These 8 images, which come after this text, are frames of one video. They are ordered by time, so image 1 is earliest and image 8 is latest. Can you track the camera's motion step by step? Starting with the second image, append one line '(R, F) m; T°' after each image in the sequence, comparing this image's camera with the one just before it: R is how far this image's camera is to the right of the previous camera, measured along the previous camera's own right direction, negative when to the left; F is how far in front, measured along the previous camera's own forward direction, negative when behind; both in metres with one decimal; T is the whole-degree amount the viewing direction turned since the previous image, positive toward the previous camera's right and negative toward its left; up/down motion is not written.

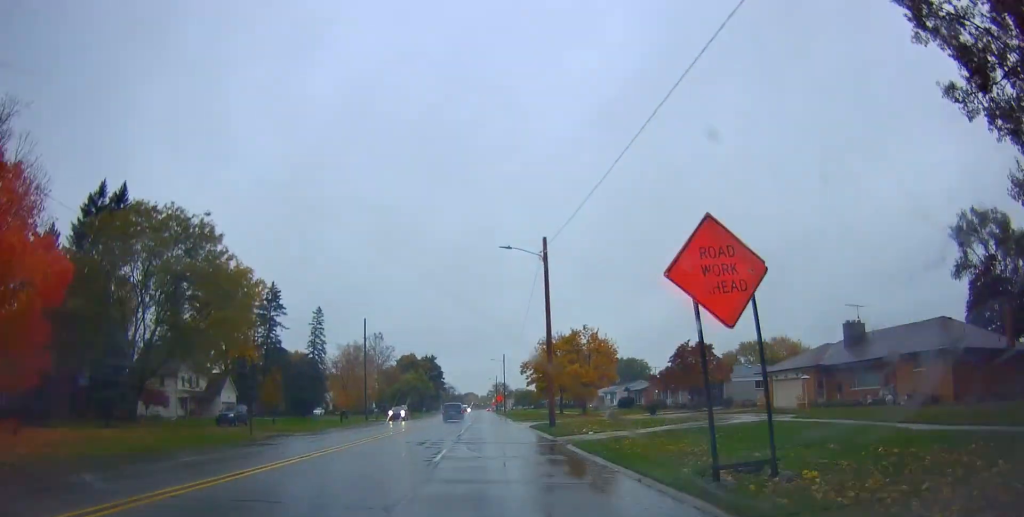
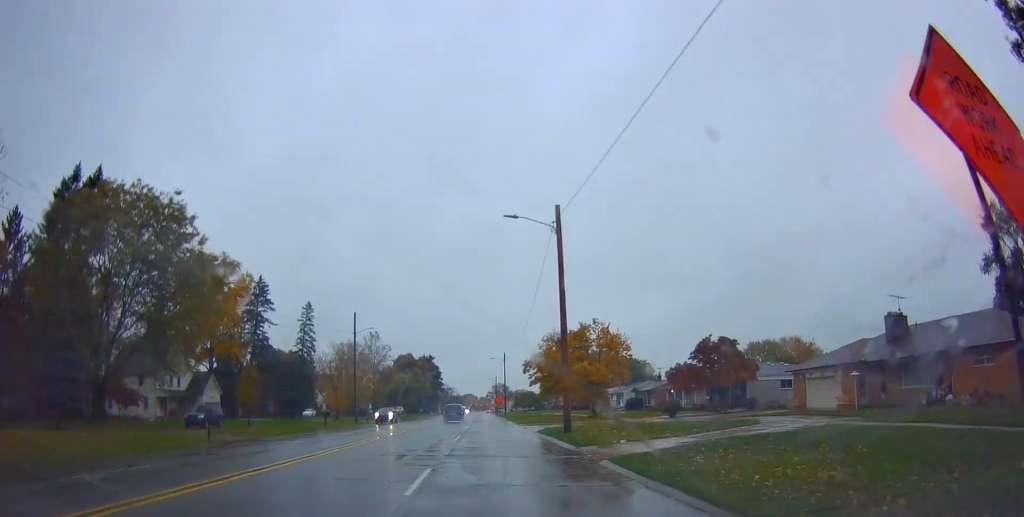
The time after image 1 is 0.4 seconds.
(-0.2, +5.1) m; 0°
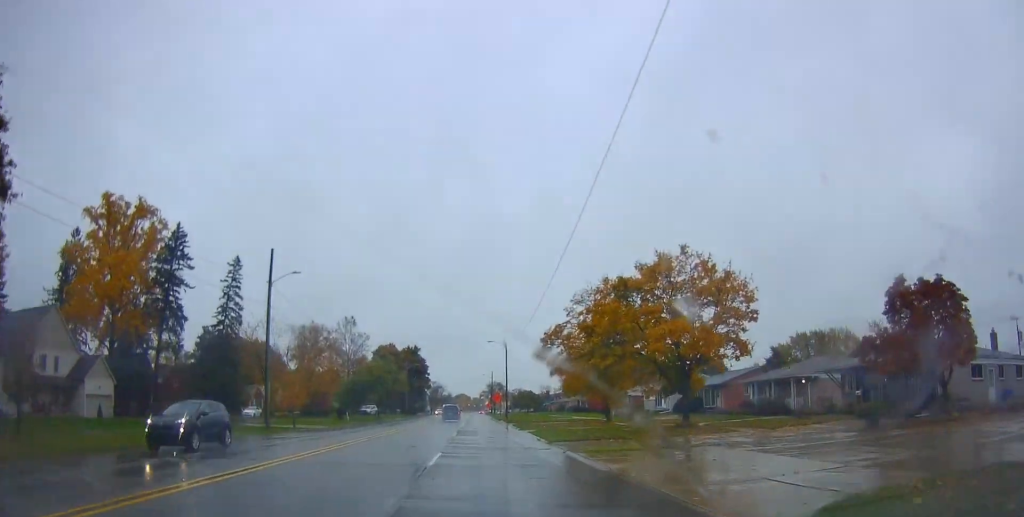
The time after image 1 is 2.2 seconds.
(+0.7, +24.1) m; +2°
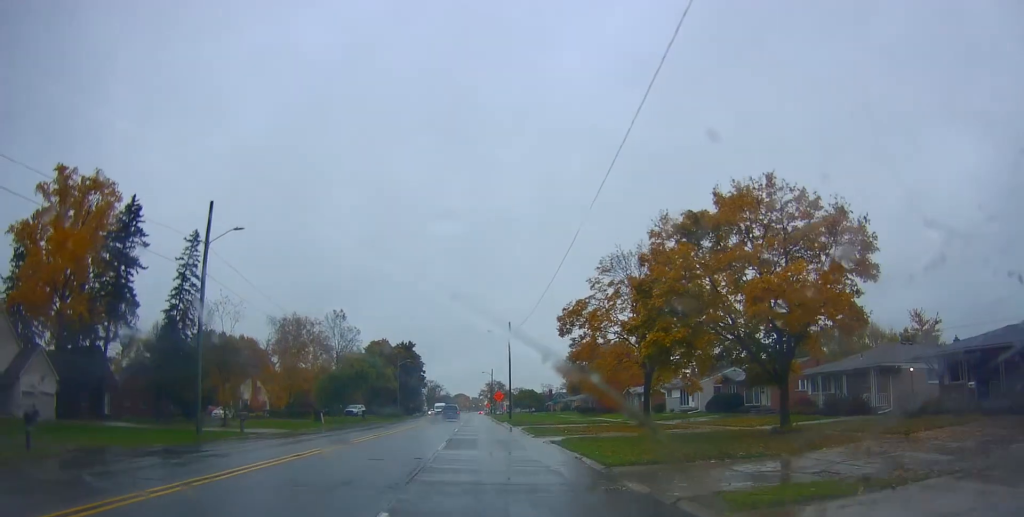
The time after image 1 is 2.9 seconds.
(0.0, +9.3) m; 0°
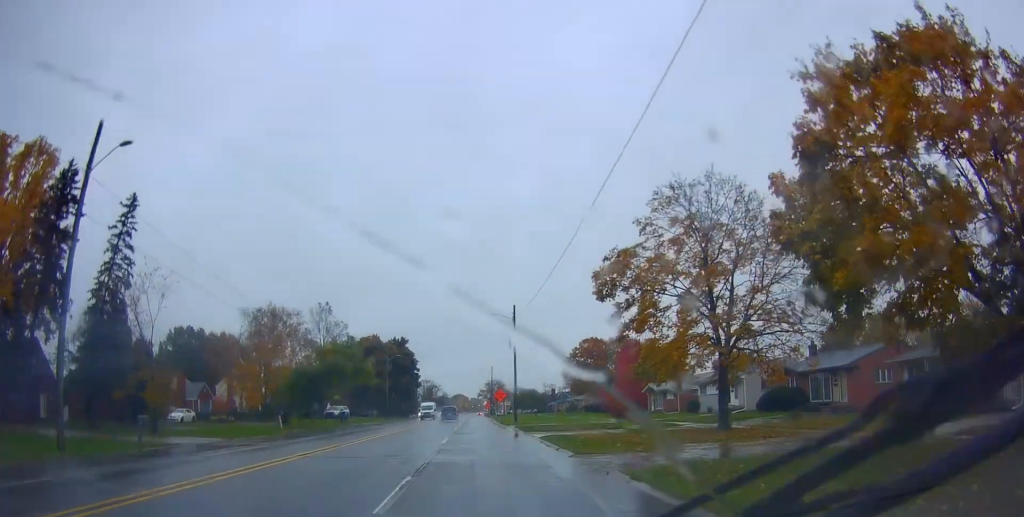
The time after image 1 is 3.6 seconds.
(0.0, +10.6) m; 0°
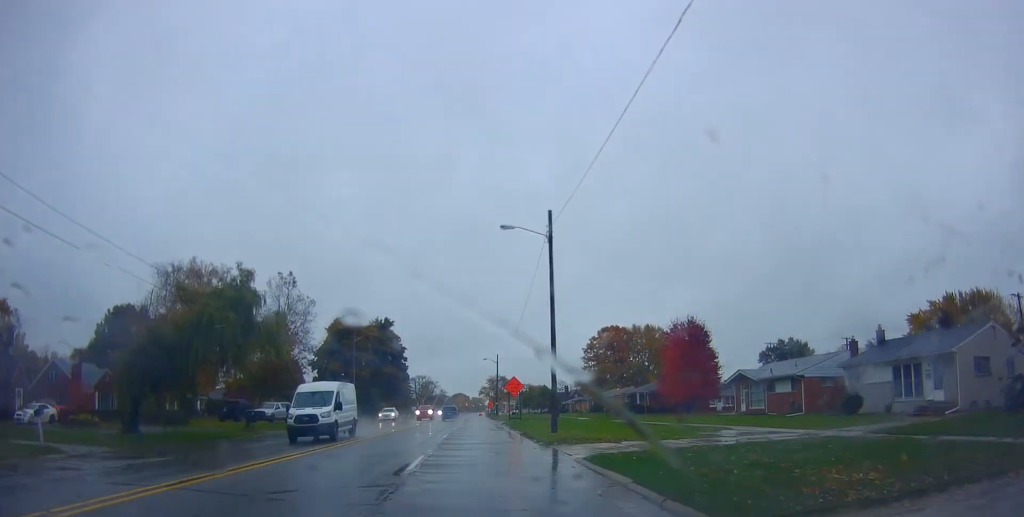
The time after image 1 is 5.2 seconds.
(+0.7, +24.7) m; +2°
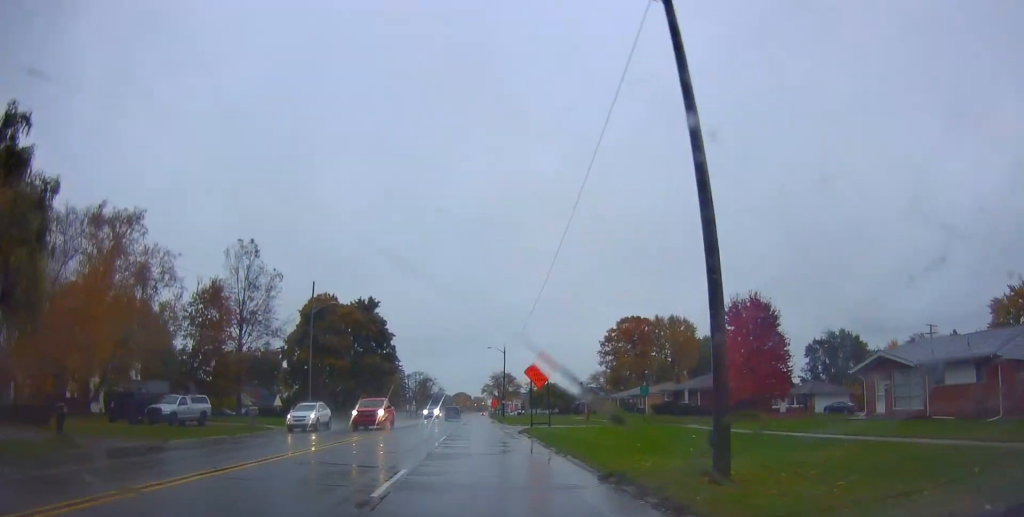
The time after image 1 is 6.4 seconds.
(-0.2, +17.8) m; 0°
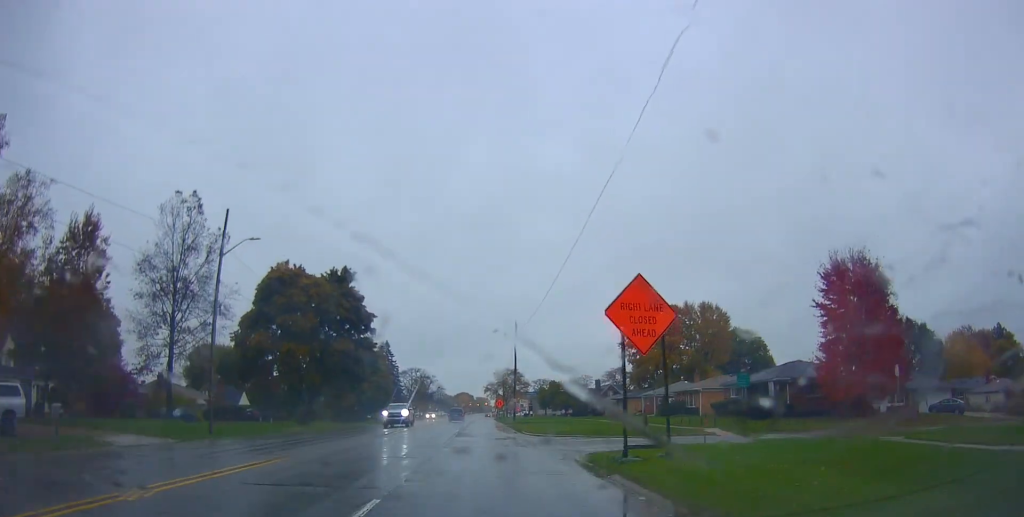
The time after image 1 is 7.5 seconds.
(+0.4, +18.6) m; 0°
